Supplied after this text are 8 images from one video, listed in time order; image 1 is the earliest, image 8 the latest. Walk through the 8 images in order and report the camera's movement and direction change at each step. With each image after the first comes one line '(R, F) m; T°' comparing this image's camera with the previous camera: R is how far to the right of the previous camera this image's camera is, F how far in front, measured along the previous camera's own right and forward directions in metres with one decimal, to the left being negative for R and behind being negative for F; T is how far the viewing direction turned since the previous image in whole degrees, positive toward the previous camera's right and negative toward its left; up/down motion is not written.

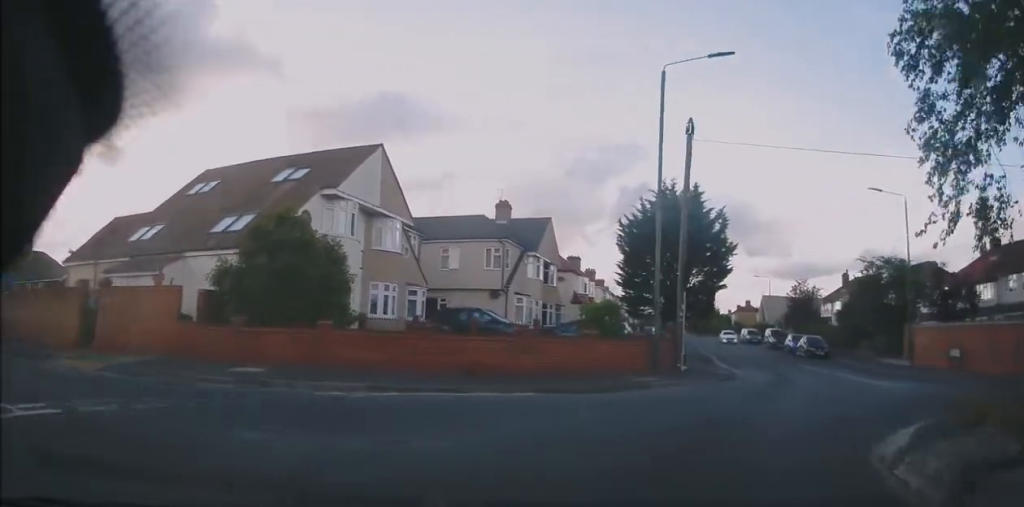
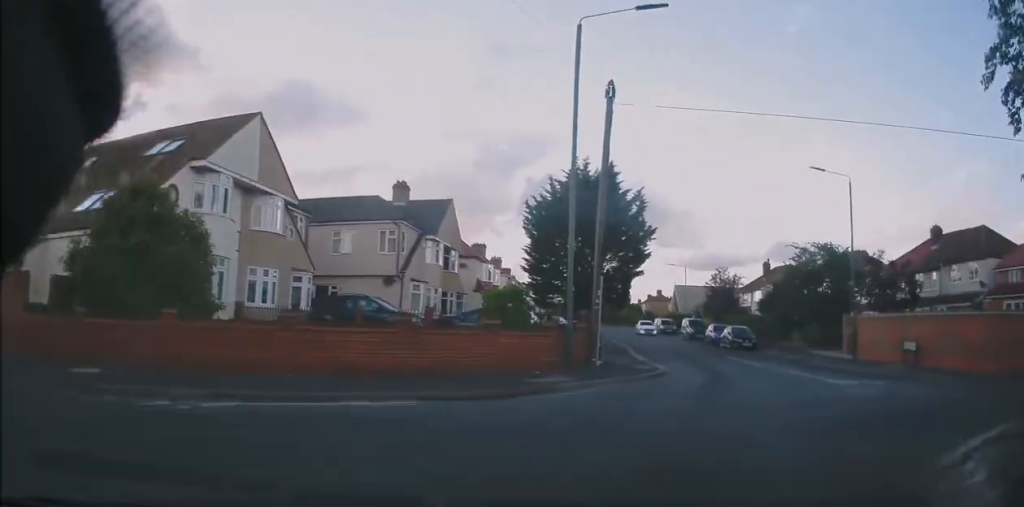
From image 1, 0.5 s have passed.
(+0.2, +2.8) m; +6°
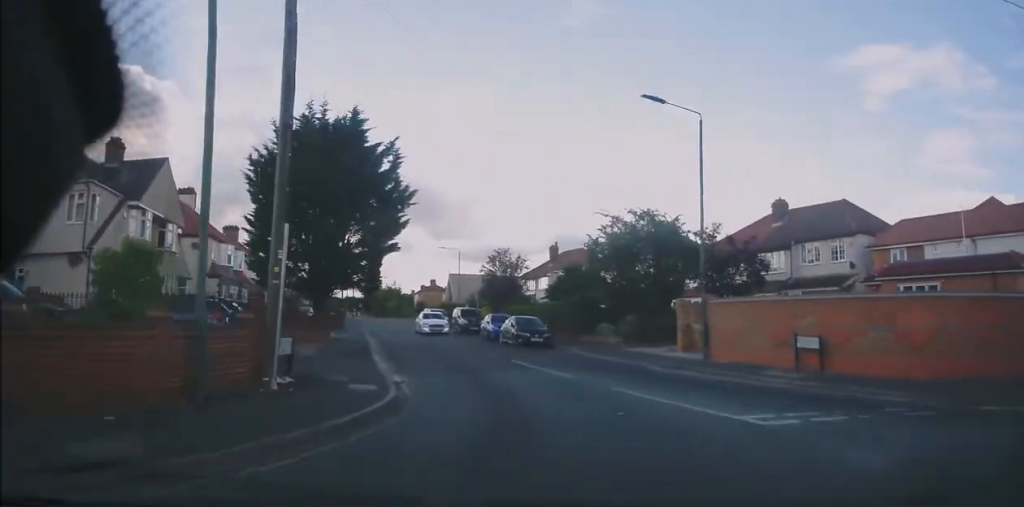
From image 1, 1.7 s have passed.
(+1.3, +8.3) m; +11°
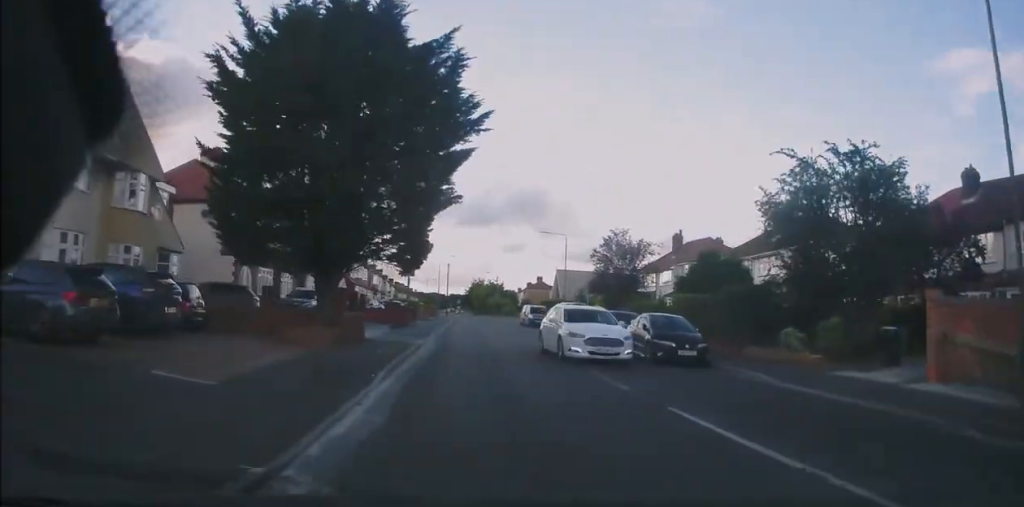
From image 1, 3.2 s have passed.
(0.0, +11.1) m; -4°
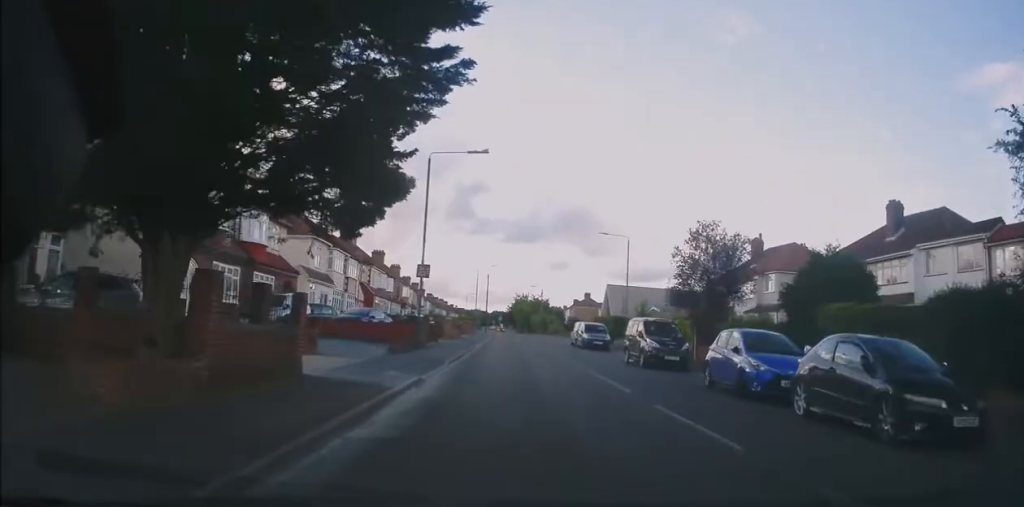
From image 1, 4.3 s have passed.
(-0.5, +9.9) m; -6°
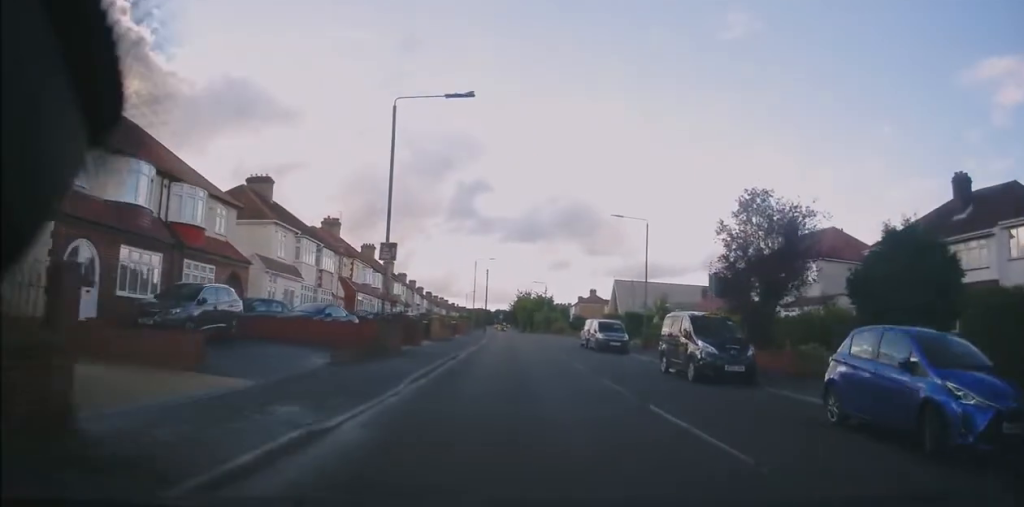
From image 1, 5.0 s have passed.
(-0.3, +6.4) m; -2°
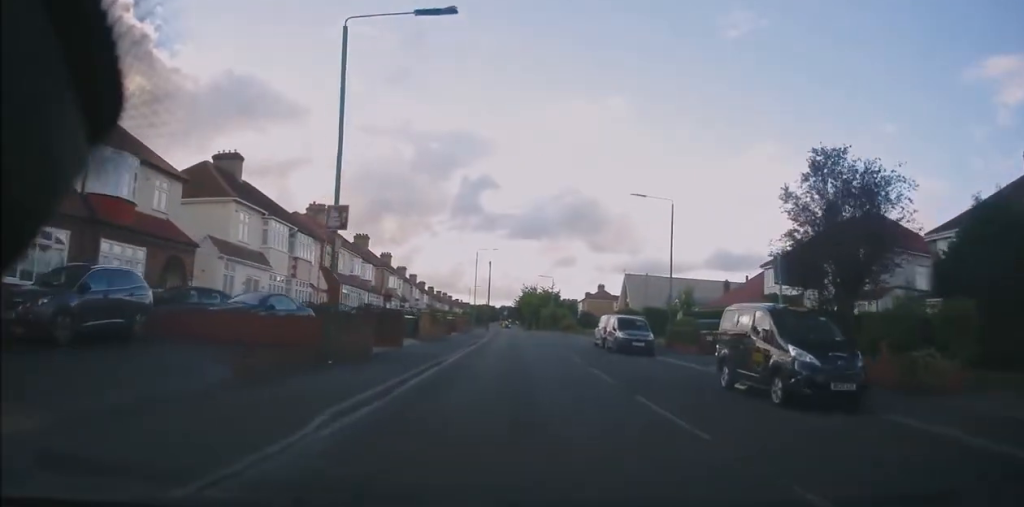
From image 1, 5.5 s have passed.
(0.0, +5.4) m; 0°
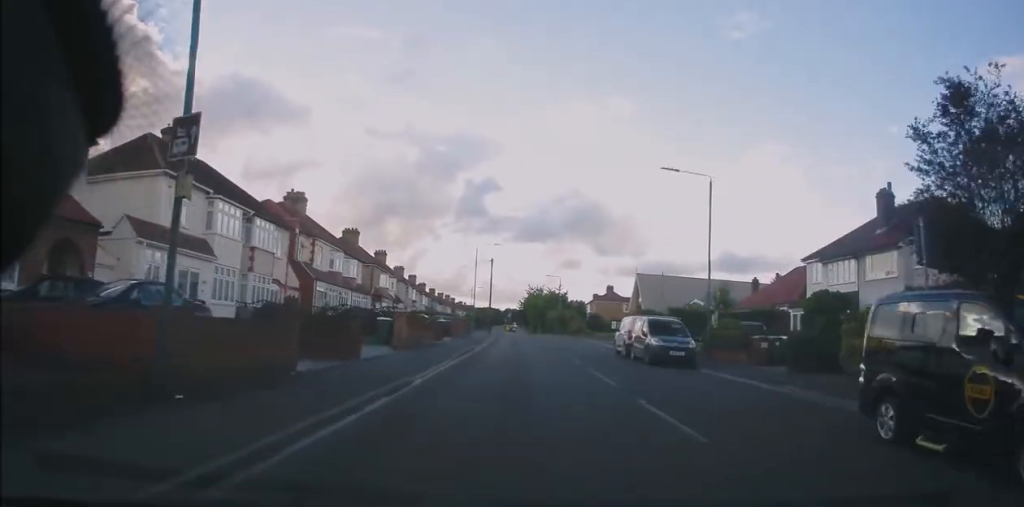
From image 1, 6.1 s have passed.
(-0.1, +6.3) m; +1°
